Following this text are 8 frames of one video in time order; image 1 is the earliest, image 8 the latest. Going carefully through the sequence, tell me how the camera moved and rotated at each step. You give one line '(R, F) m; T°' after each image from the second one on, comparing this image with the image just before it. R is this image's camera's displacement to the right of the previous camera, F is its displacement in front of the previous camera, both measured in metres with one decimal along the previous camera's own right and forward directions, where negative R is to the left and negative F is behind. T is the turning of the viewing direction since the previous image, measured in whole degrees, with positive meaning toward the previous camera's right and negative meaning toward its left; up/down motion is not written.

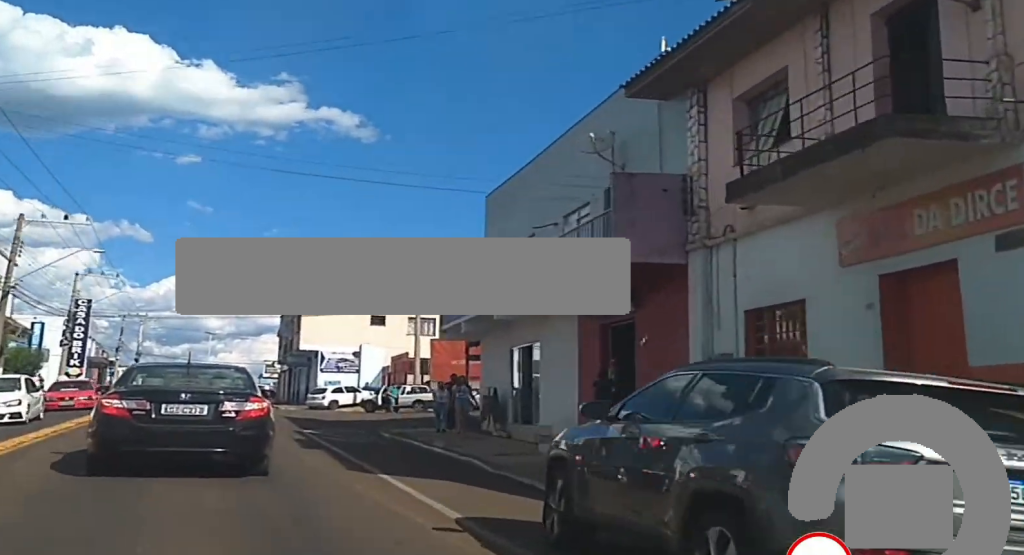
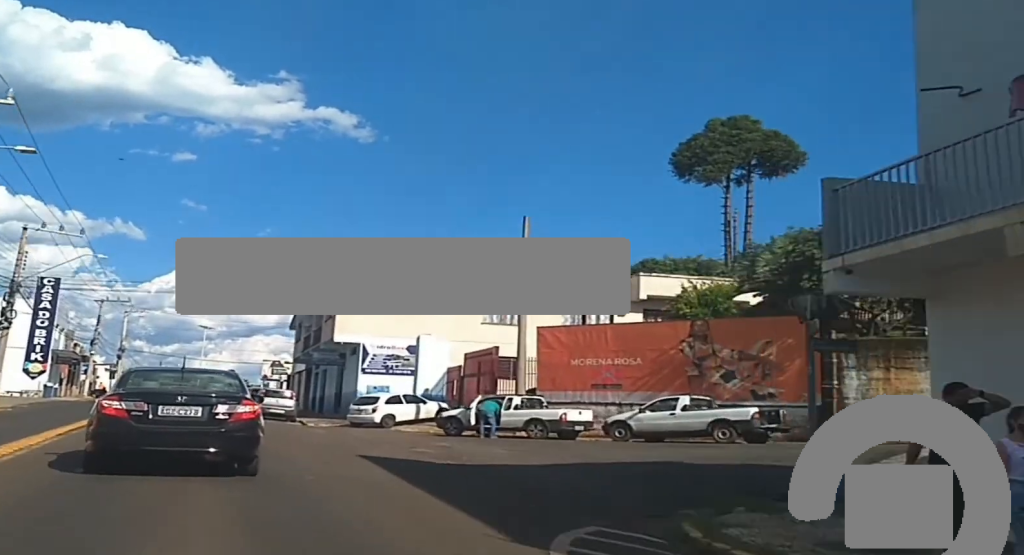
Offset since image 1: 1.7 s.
(-0.1, +16.7) m; -1°
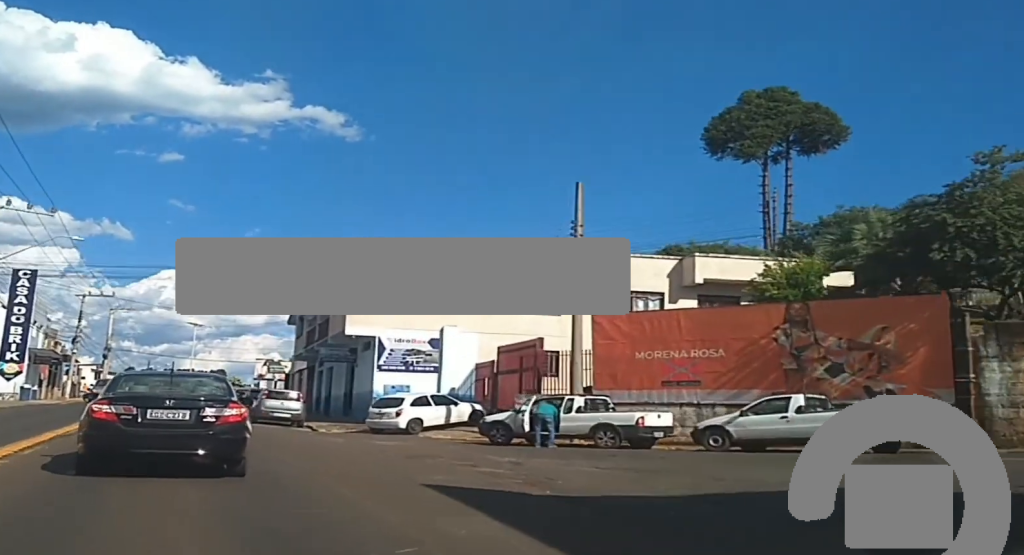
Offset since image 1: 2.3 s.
(0.0, +5.6) m; 0°
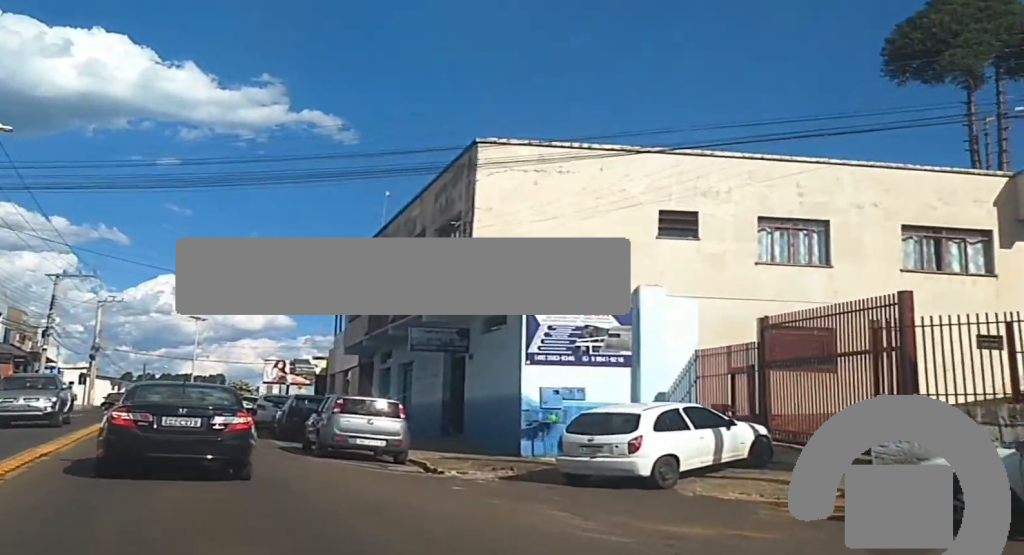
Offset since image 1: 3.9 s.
(0.0, +16.2) m; +1°
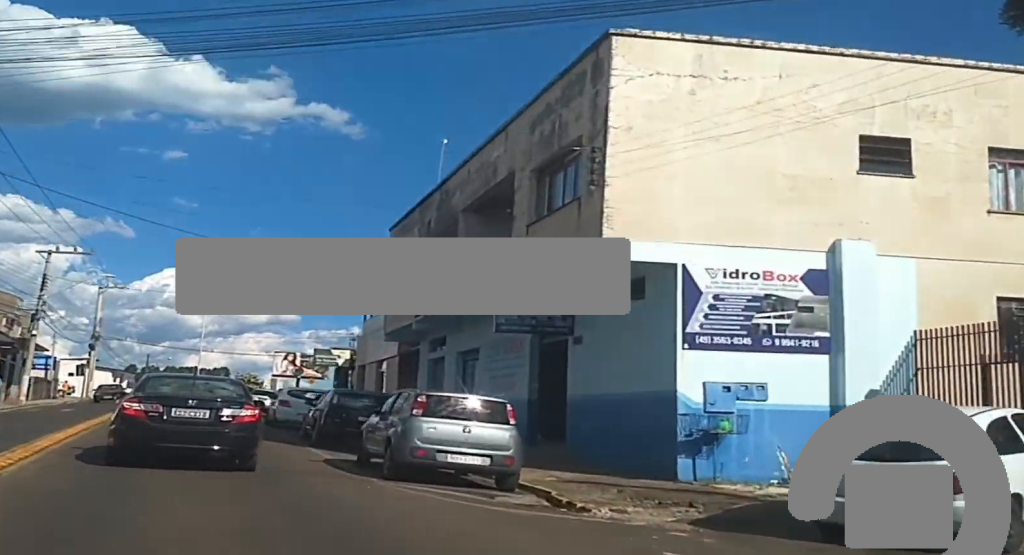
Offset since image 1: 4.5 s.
(+0.1, +6.7) m; +2°
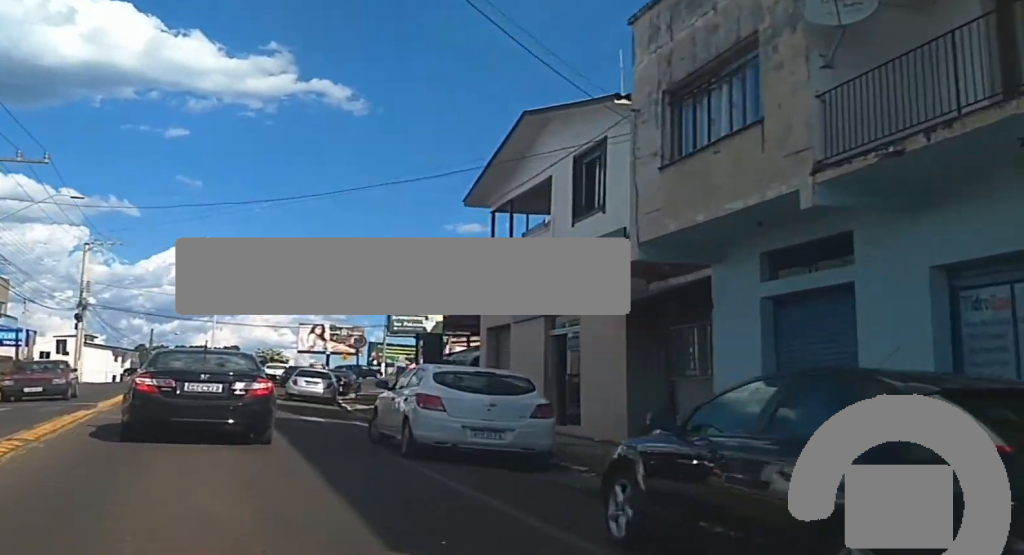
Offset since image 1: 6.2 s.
(+0.6, +17.8) m; +2°
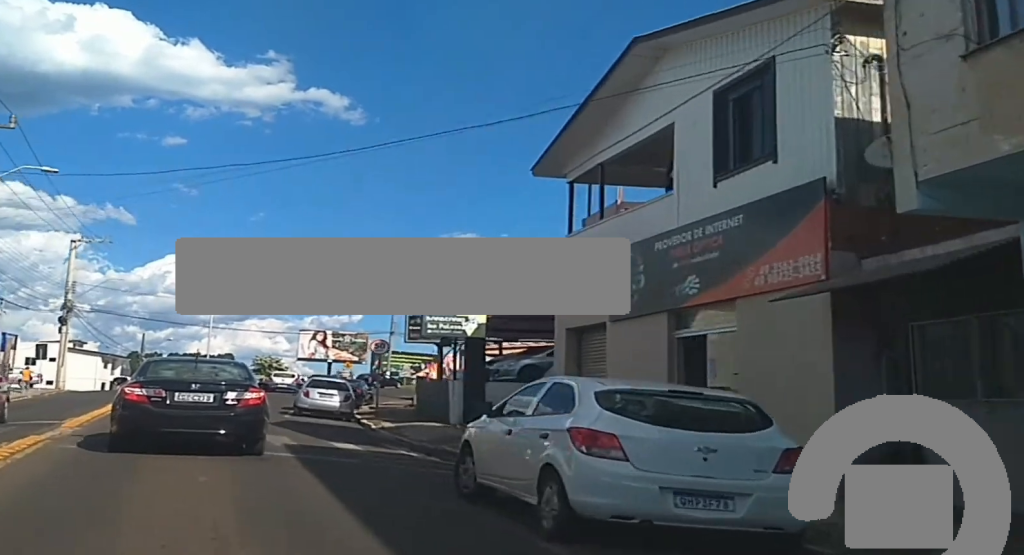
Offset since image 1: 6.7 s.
(-0.1, +5.7) m; -1°
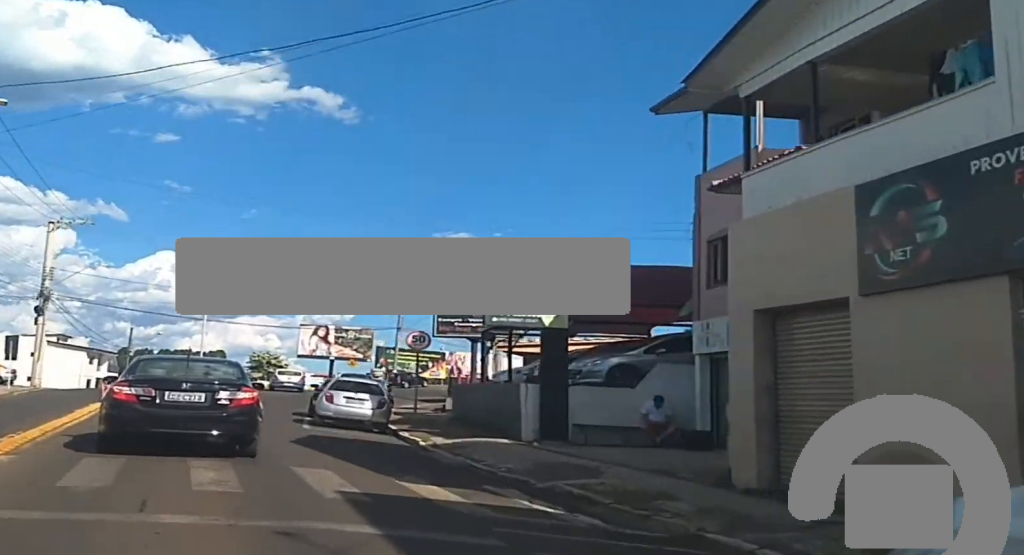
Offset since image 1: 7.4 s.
(0.0, +6.8) m; 0°
